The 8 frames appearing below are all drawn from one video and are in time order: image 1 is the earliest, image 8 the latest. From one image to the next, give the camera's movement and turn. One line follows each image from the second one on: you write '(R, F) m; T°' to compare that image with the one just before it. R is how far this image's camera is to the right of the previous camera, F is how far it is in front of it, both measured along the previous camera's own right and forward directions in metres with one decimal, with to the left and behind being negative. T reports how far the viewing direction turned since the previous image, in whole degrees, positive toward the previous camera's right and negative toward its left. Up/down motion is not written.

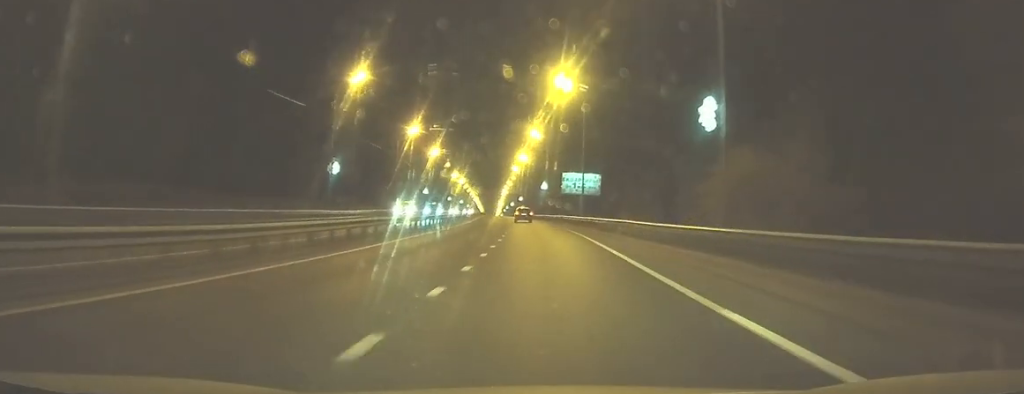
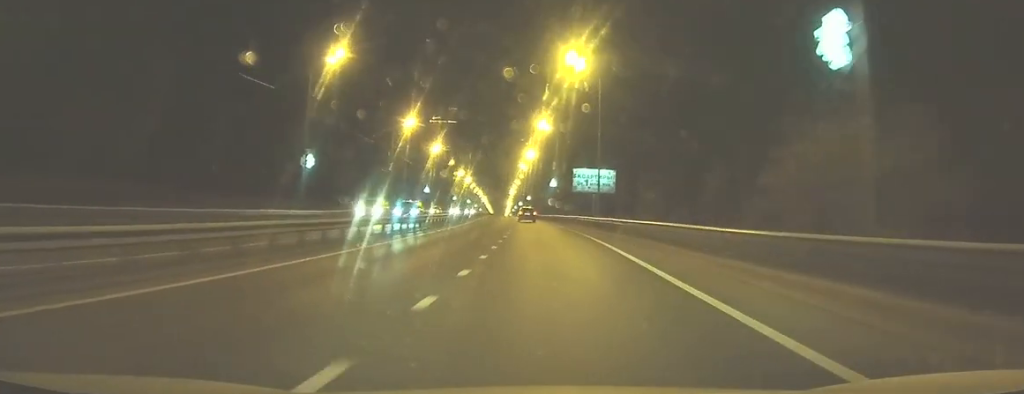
(-0.1, +9.3) m; -1°
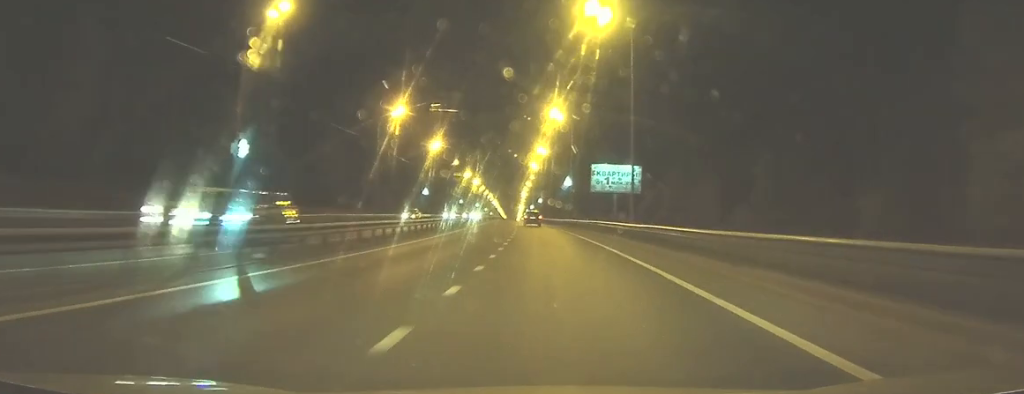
(-0.2, +14.4) m; -1°
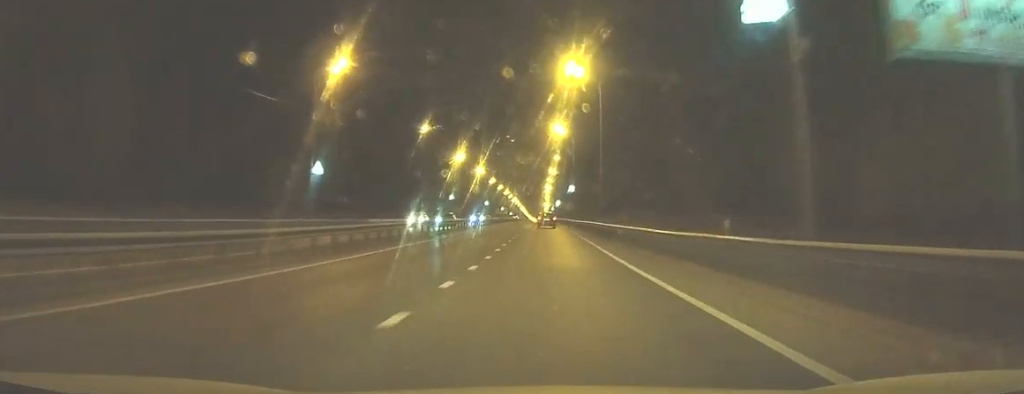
(-2.0, +66.1) m; -2°
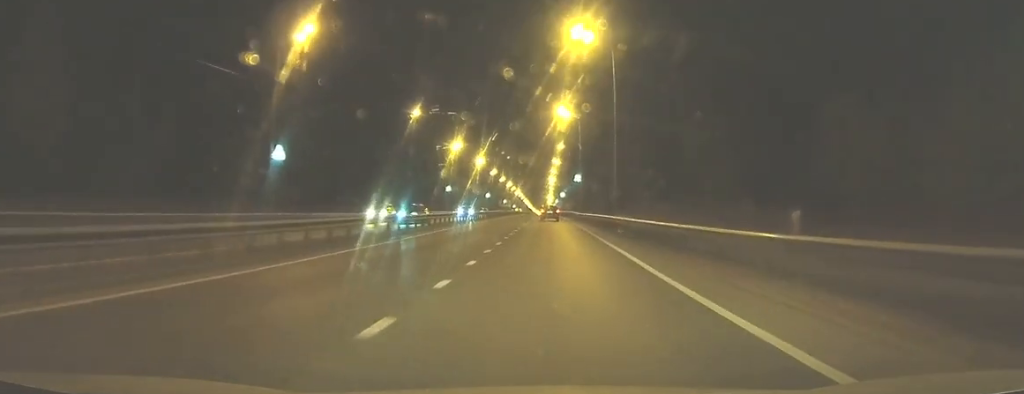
(0.0, +8.7) m; 0°
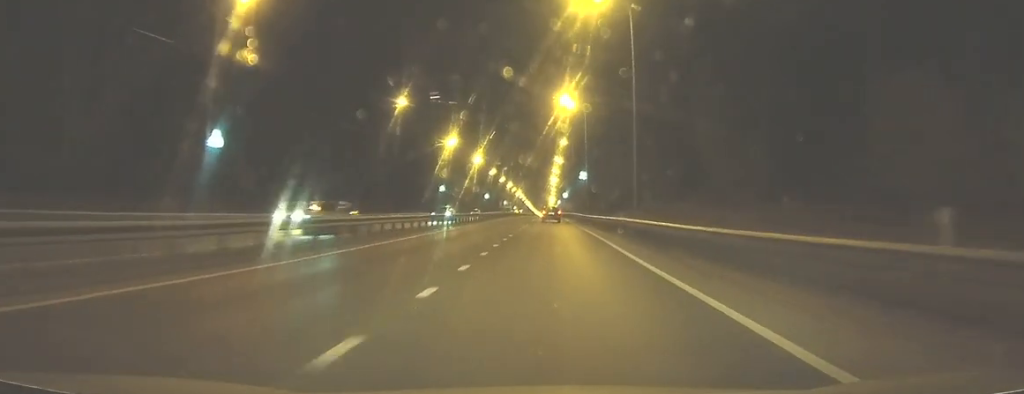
(-0.1, +9.4) m; 0°
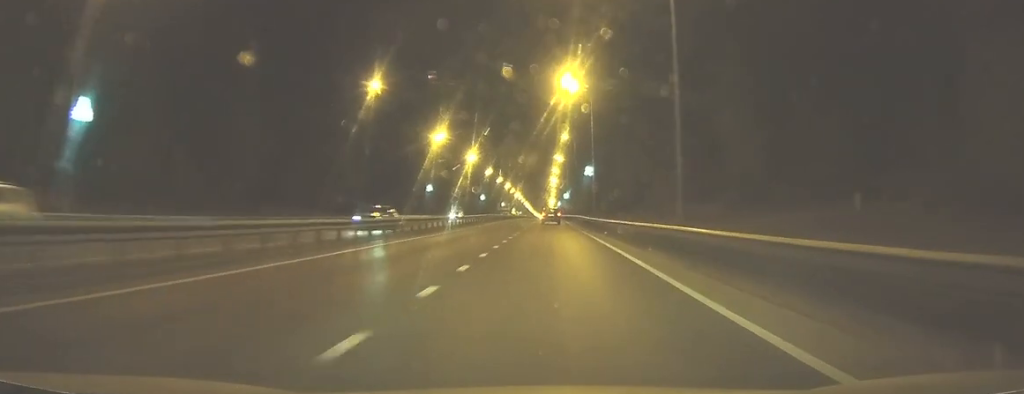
(0.0, +11.7) m; 0°
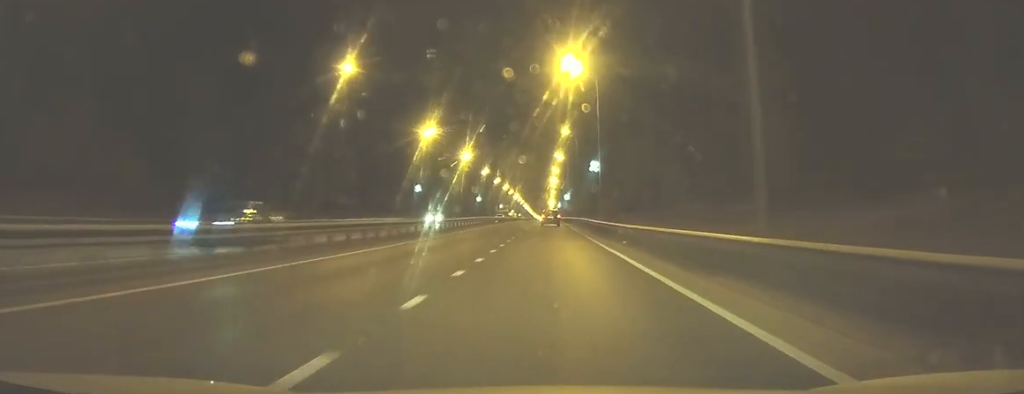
(+0.1, +8.8) m; 0°
